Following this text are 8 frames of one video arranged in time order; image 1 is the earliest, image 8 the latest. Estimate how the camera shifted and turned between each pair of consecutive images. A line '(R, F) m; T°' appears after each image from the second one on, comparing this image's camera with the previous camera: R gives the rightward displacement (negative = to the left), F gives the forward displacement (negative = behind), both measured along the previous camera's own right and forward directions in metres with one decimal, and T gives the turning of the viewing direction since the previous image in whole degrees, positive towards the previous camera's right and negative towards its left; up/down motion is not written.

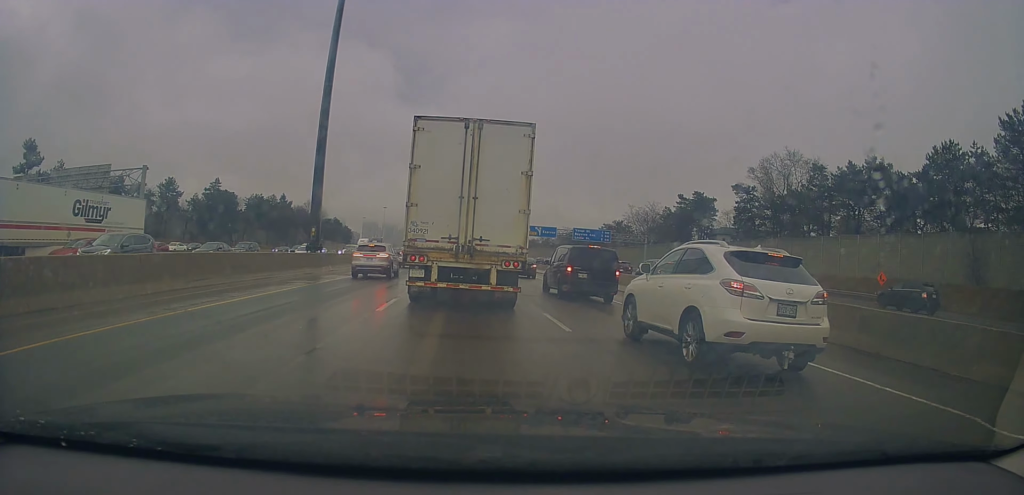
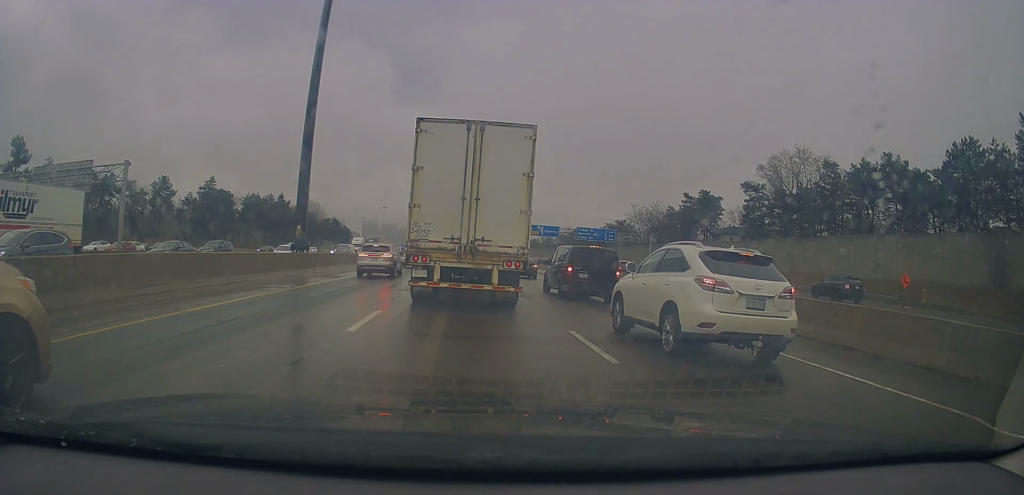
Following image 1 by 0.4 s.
(+0.1, +3.1) m; -1°
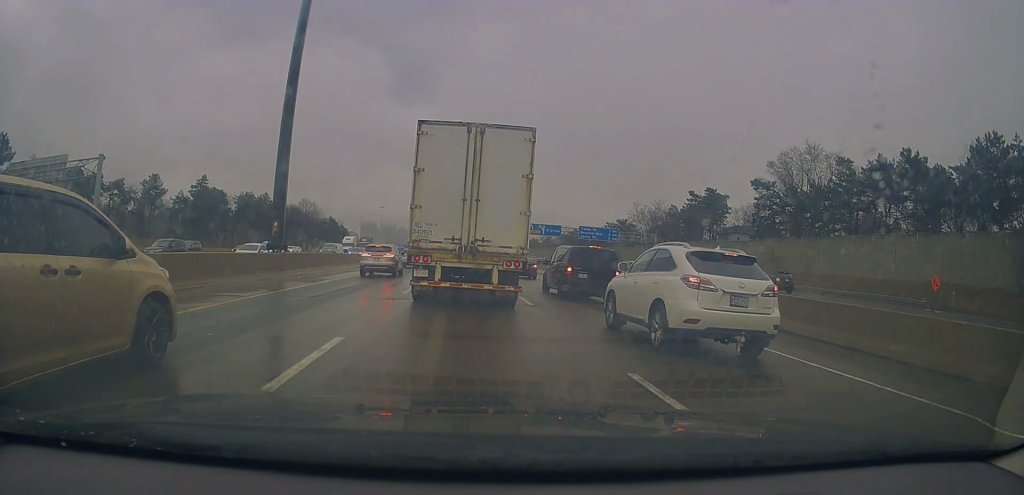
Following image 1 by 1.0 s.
(+0.4, +3.8) m; -3°
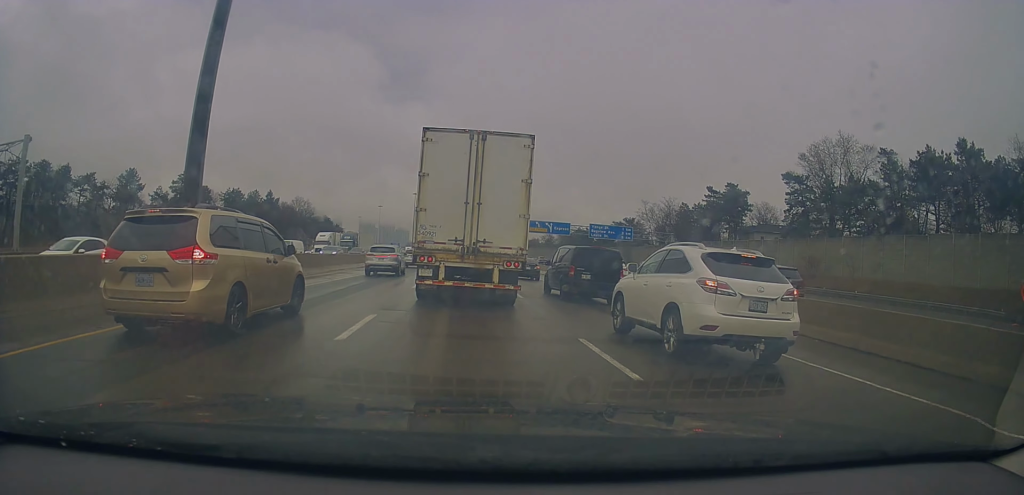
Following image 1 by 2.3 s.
(-1.0, +9.2) m; -2°
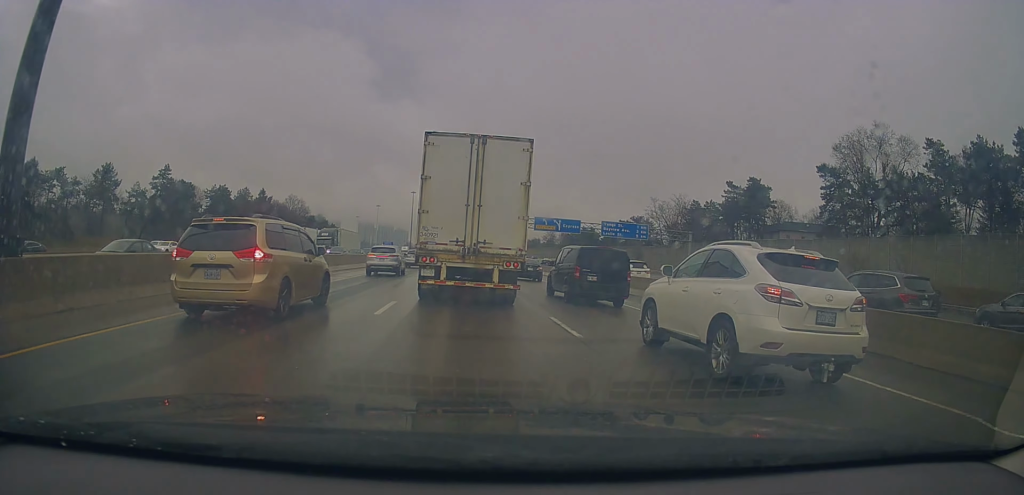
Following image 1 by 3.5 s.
(+1.0, +8.6) m; +5°
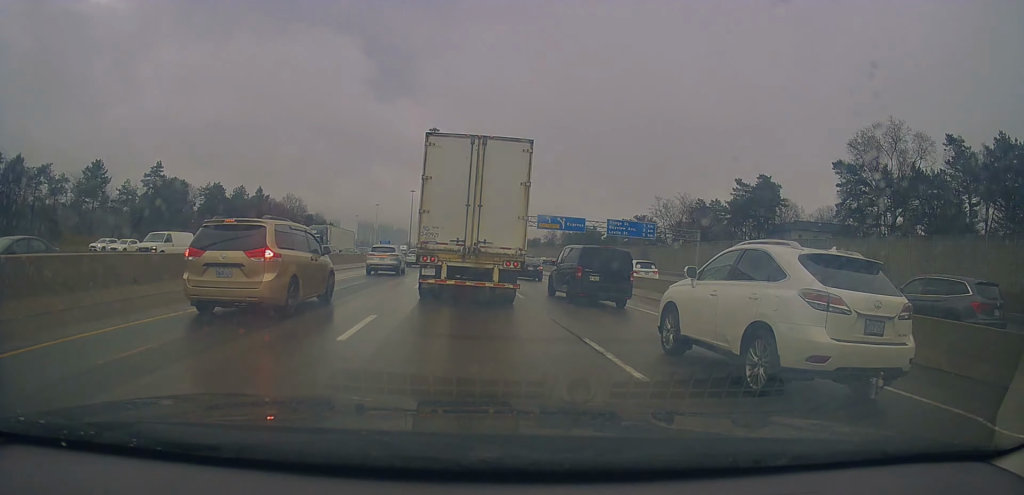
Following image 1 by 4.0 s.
(+0.1, +3.6) m; -2°
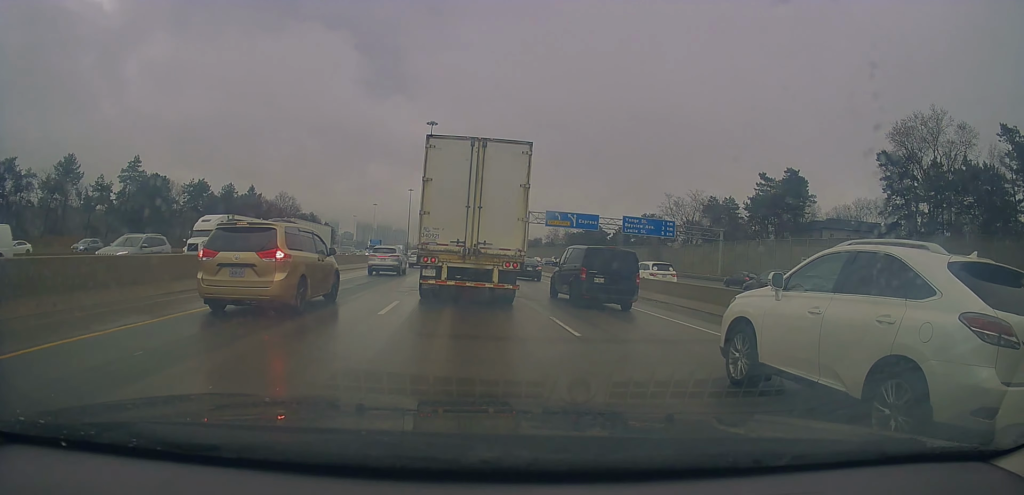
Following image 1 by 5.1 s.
(-0.4, +8.5) m; 0°
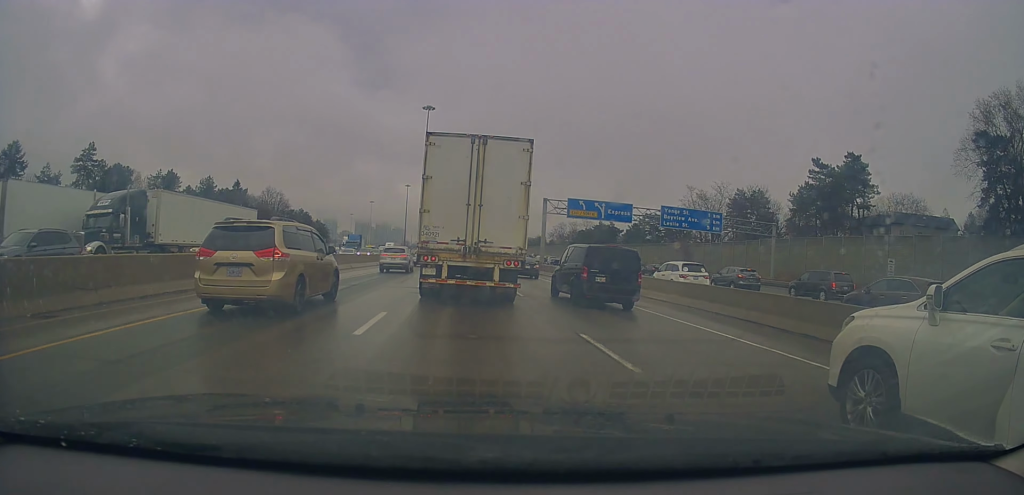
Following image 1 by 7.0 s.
(+0.5, +15.2) m; +1°
